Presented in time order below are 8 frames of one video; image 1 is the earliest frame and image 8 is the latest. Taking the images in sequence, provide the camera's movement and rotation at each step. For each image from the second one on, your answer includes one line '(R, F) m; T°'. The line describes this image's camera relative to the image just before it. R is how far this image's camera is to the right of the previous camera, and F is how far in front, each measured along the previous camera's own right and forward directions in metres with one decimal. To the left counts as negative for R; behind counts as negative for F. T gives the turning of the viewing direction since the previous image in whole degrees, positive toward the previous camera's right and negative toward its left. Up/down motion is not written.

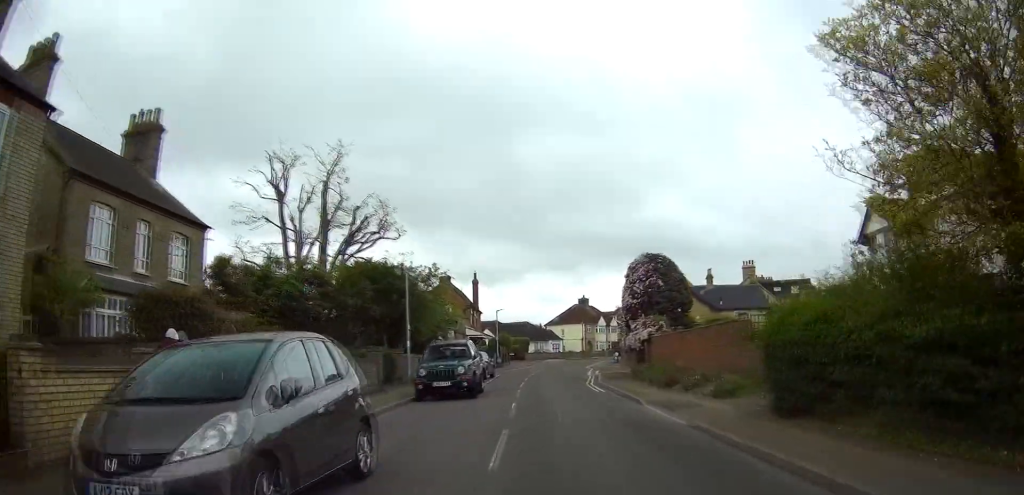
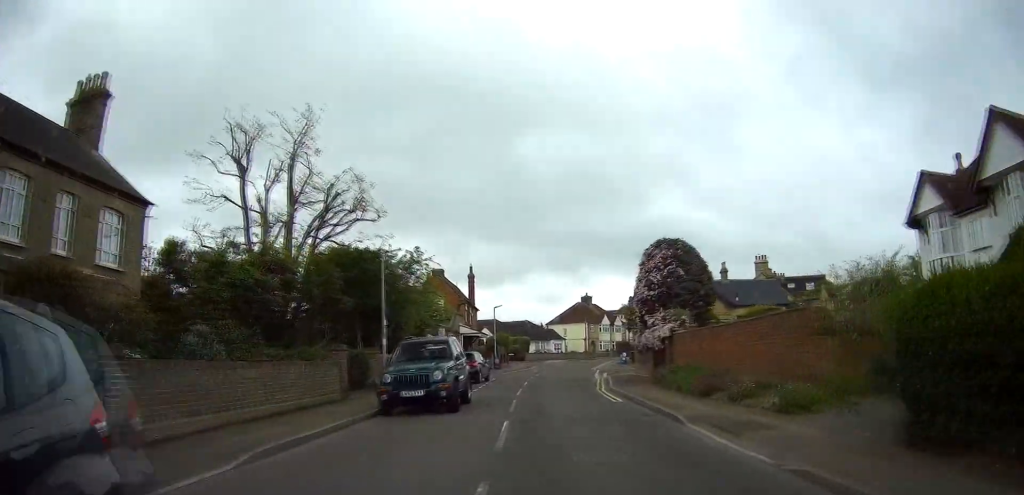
(0.0, +4.7) m; 0°
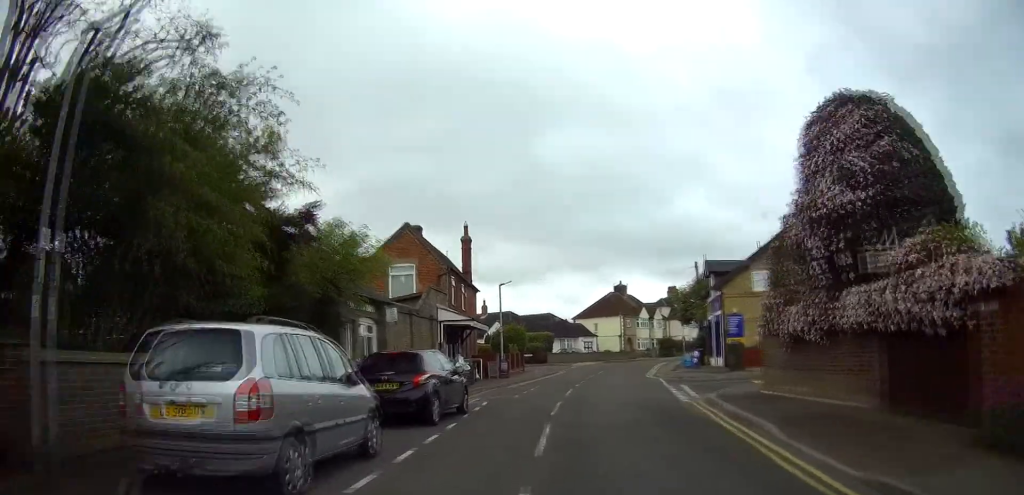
(-0.4, +18.3) m; -2°
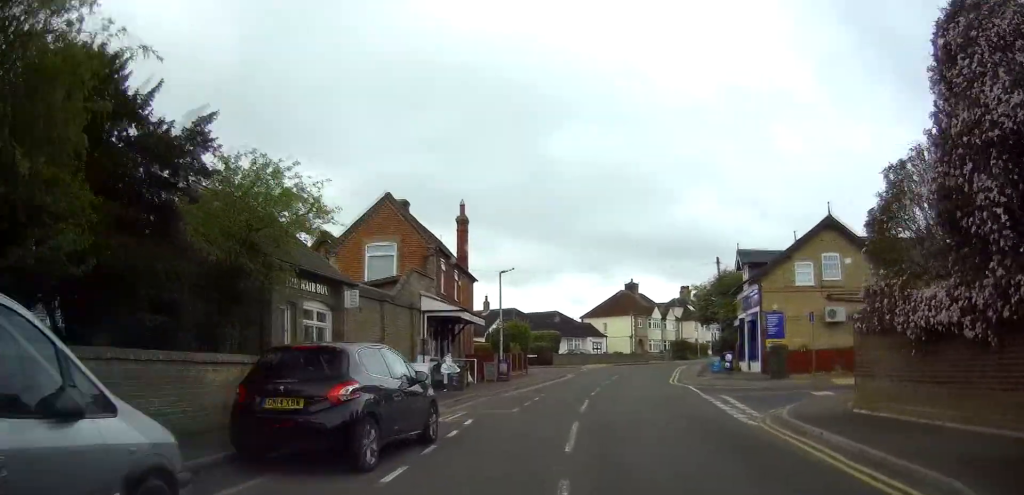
(0.0, +5.4) m; 0°
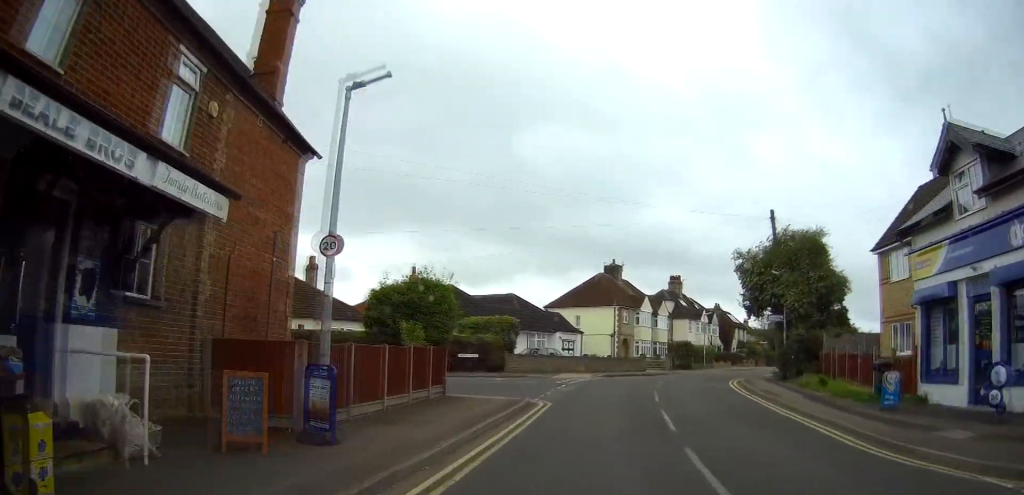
(+0.5, +21.7) m; +5°
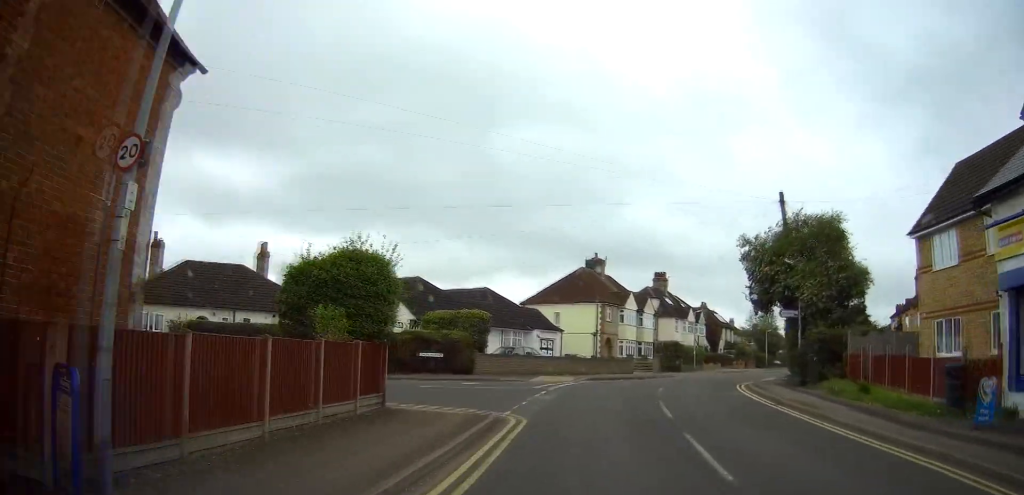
(+0.1, +4.7) m; -1°
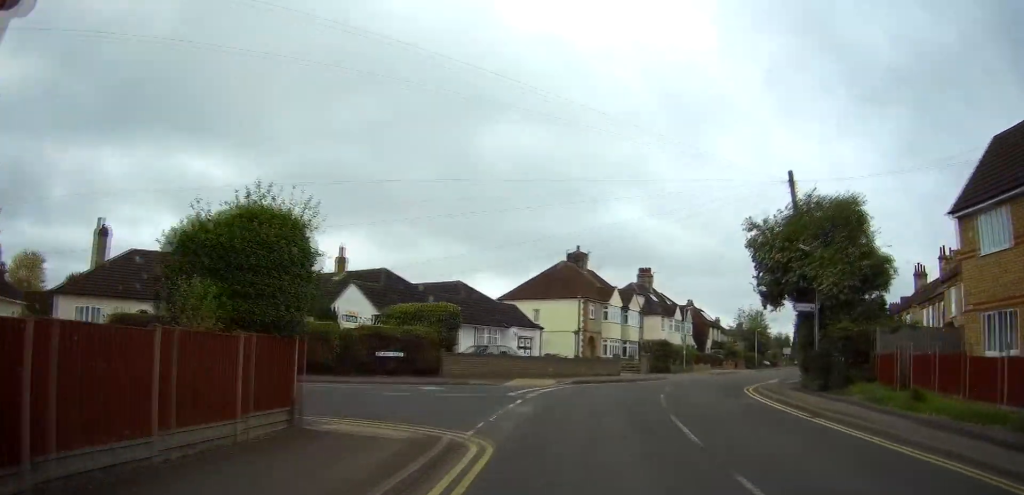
(+0.1, +3.9) m; -1°
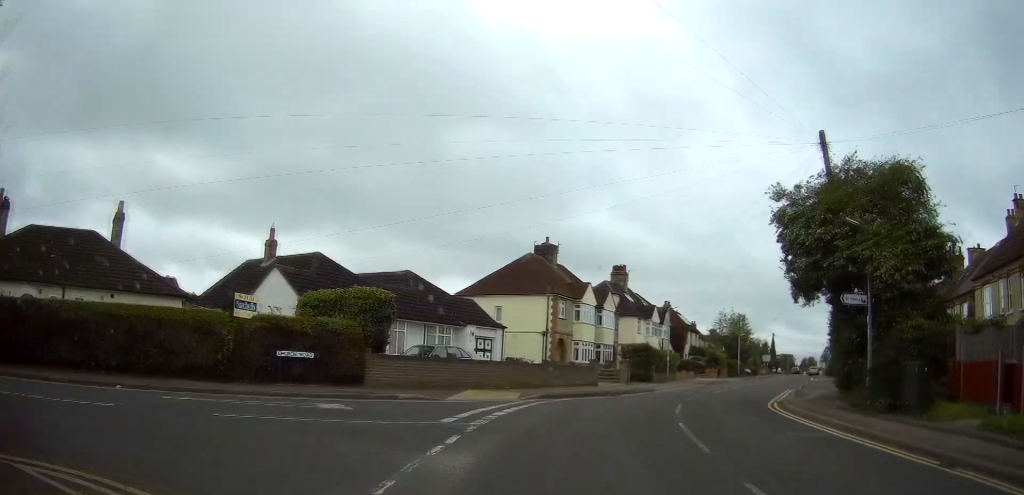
(-0.3, +6.5) m; +7°
